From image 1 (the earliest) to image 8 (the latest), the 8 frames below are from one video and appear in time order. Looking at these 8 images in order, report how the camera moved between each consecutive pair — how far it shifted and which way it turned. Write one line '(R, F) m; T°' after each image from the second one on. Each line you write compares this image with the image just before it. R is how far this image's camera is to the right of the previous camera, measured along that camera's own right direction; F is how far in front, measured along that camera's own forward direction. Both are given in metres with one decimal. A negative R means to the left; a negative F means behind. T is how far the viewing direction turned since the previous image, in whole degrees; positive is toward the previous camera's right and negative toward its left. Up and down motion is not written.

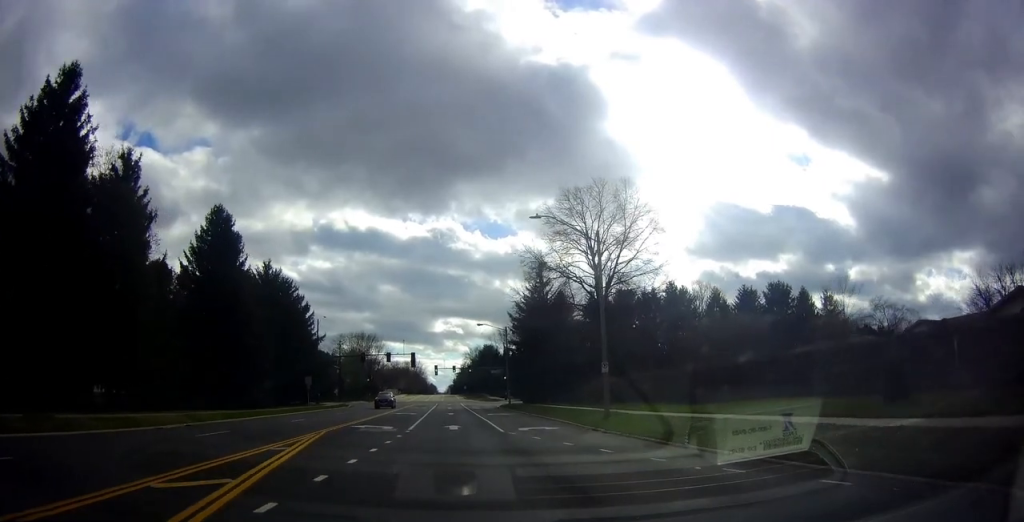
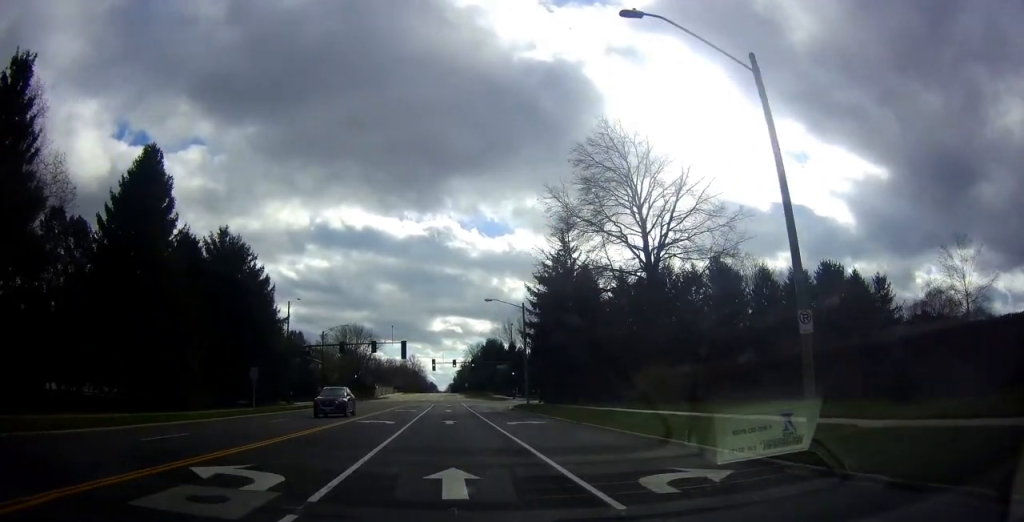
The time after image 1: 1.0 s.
(0.0, +15.6) m; 0°
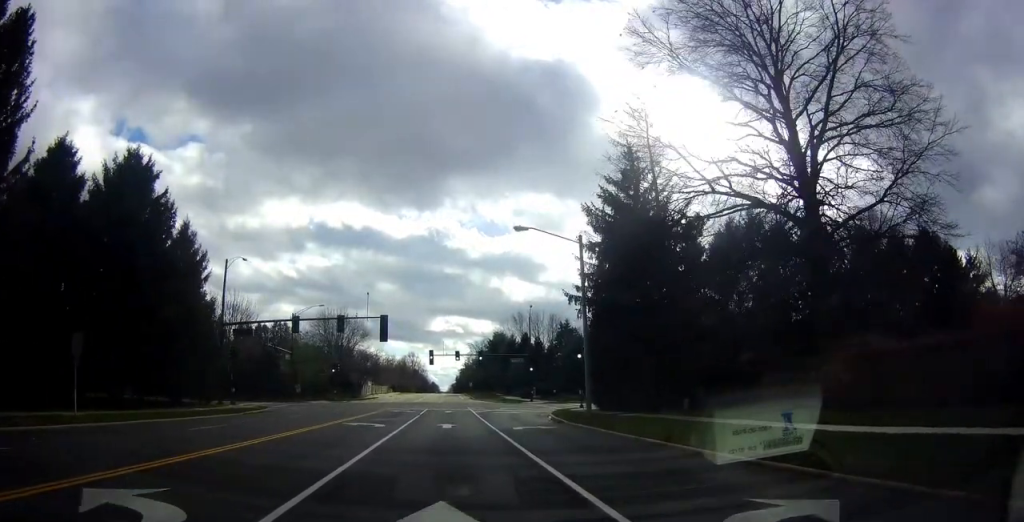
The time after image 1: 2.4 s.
(0.0, +21.3) m; 0°
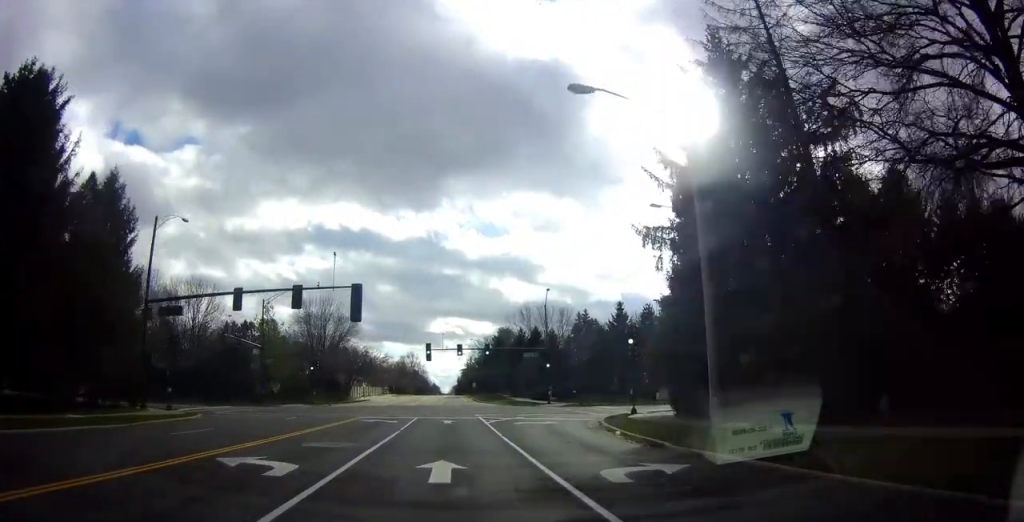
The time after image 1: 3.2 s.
(0.0, +12.9) m; 0°
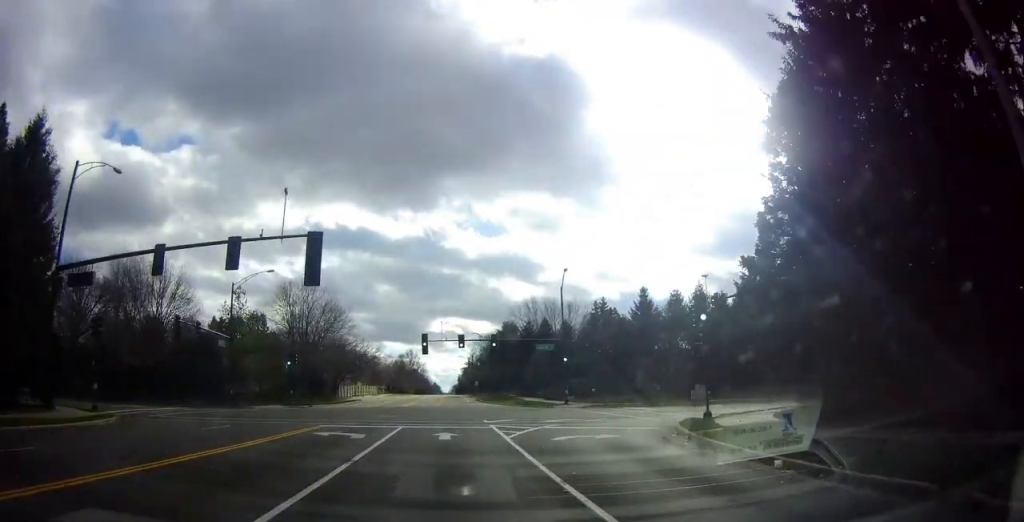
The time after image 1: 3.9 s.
(0.0, +10.1) m; 0°
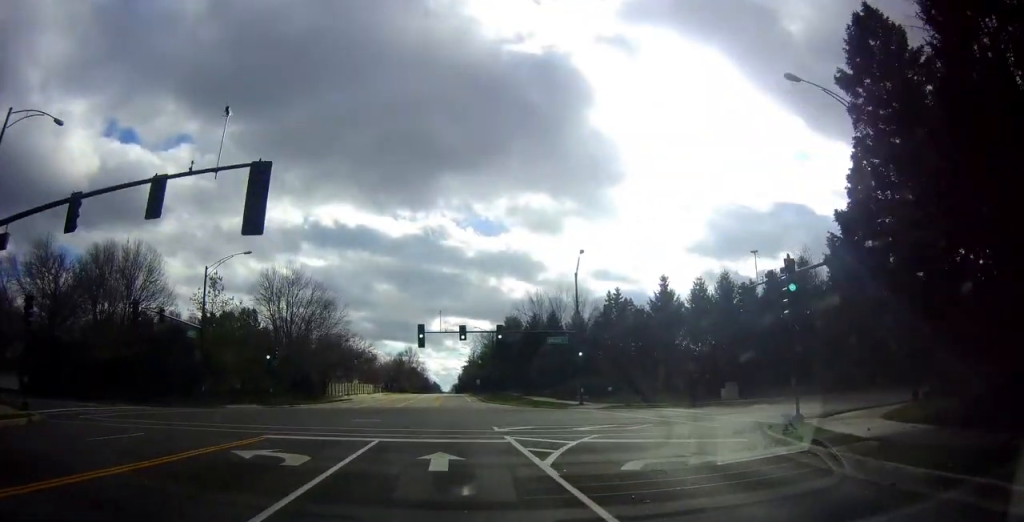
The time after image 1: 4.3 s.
(0.0, +6.8) m; 0°
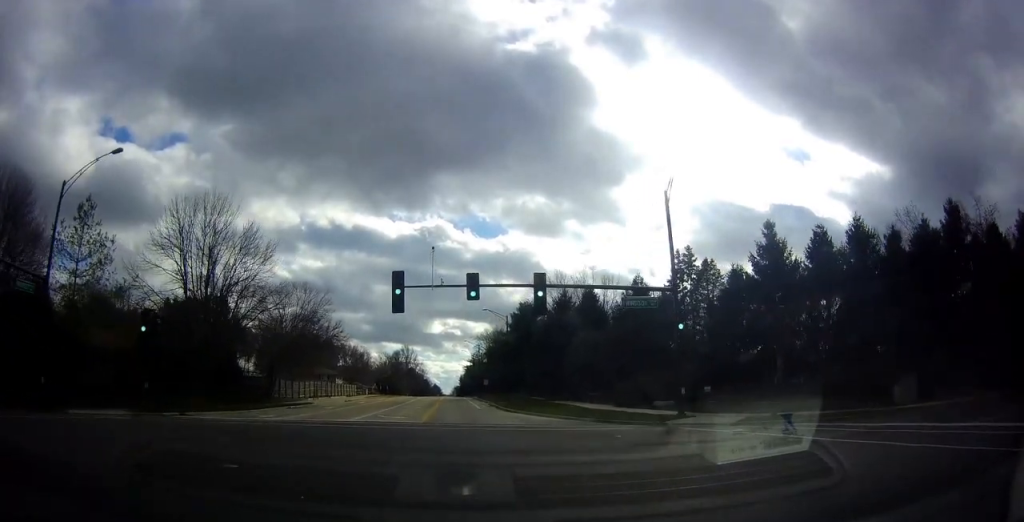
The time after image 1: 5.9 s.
(+0.5, +23.7) m; +3°
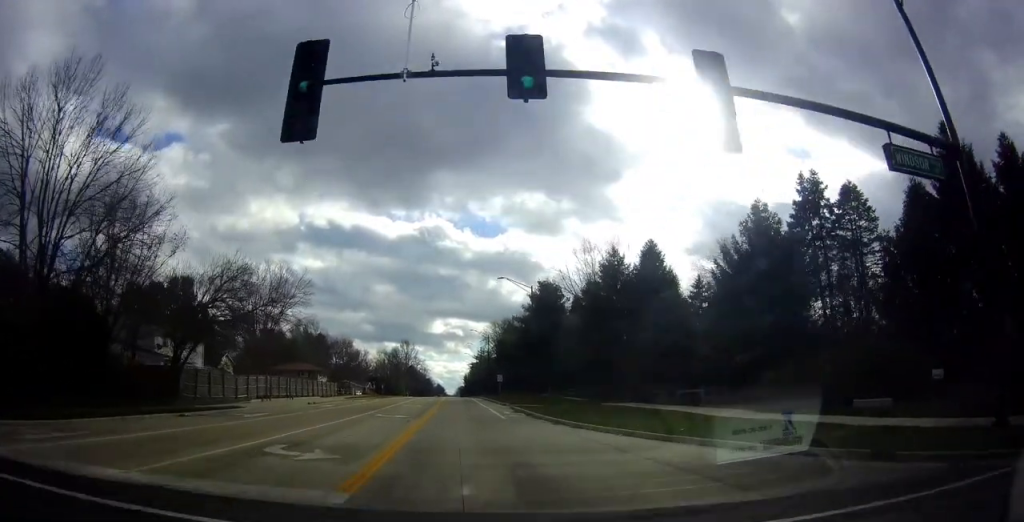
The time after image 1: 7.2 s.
(0.0, +19.9) m; -3°
